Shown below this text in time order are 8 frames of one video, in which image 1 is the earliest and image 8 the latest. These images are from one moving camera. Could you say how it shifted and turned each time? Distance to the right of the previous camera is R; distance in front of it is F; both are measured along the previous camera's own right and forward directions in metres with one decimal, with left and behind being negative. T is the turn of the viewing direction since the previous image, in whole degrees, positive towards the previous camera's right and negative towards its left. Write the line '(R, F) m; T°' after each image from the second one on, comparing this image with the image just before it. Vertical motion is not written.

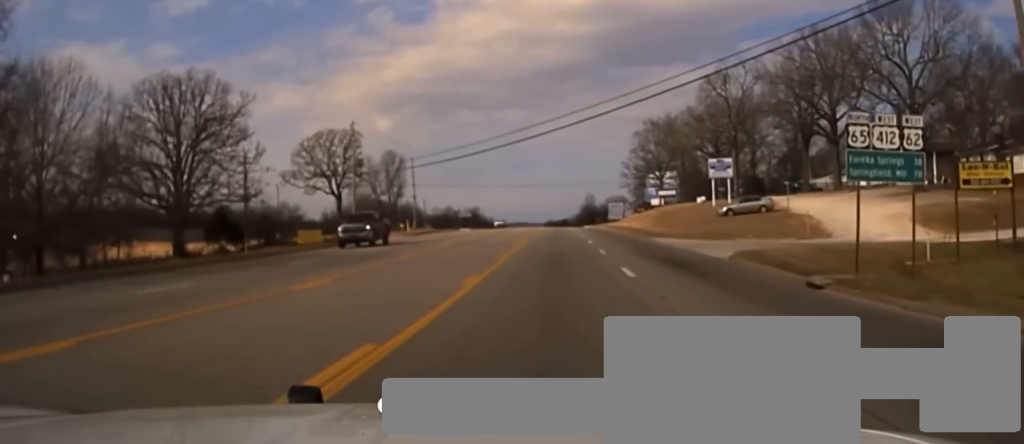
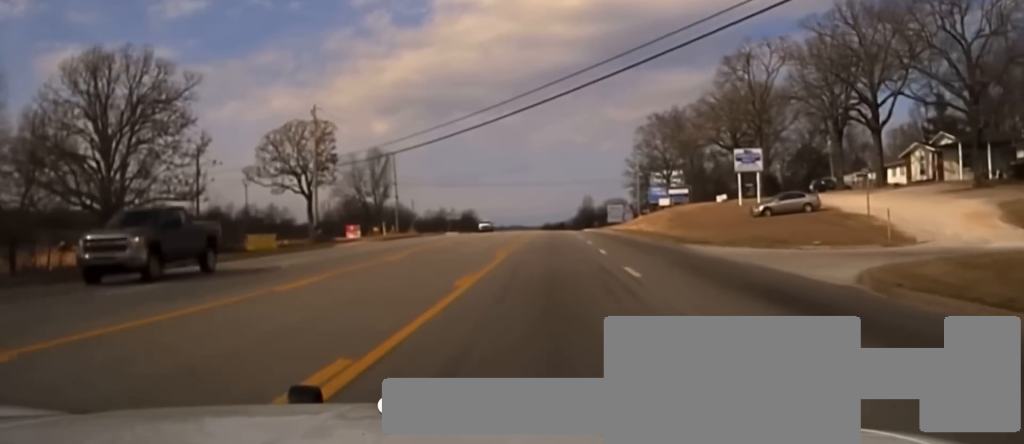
(+0.1, +13.3) m; 0°
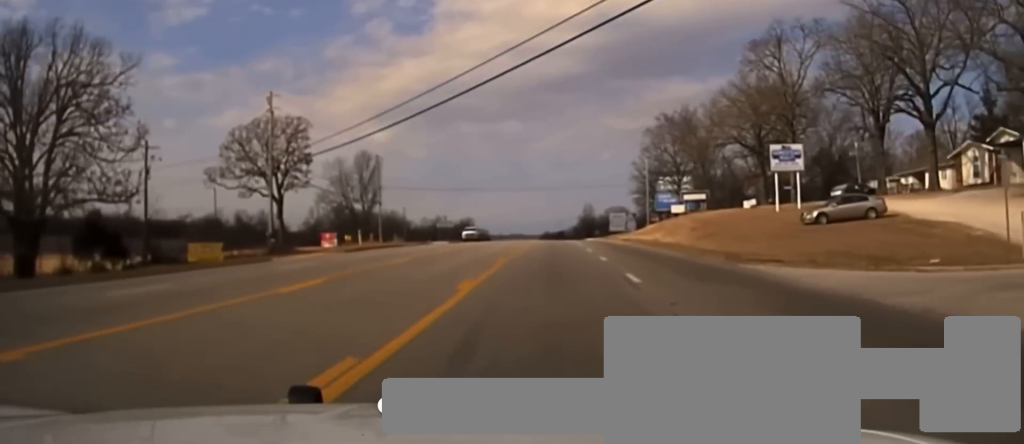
(-0.1, +12.0) m; 0°
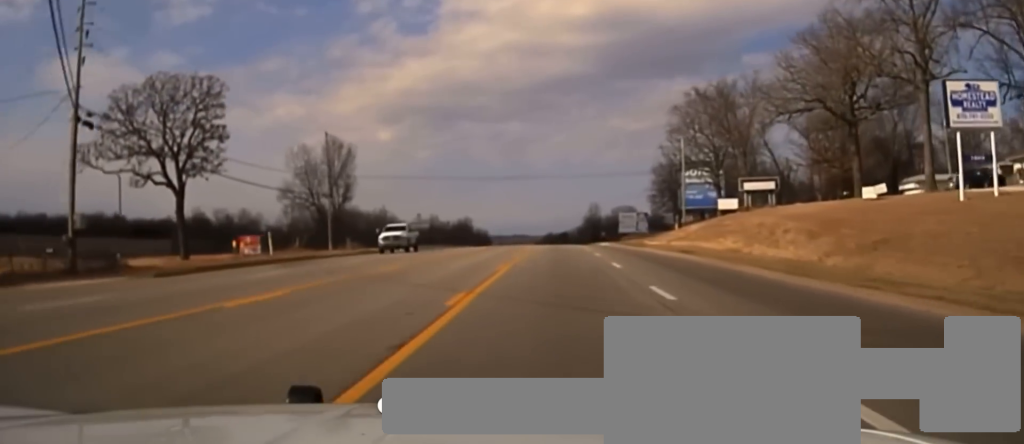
(-0.2, +27.6) m; -1°
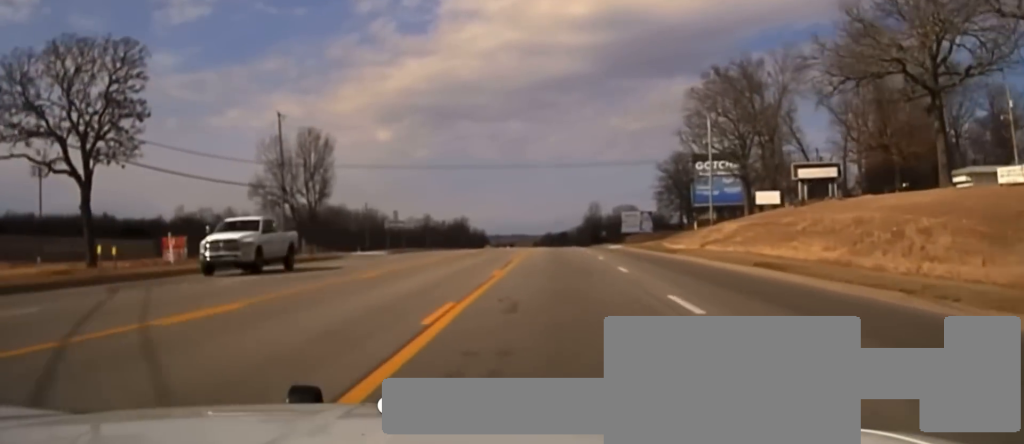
(0.0, +15.0) m; +1°
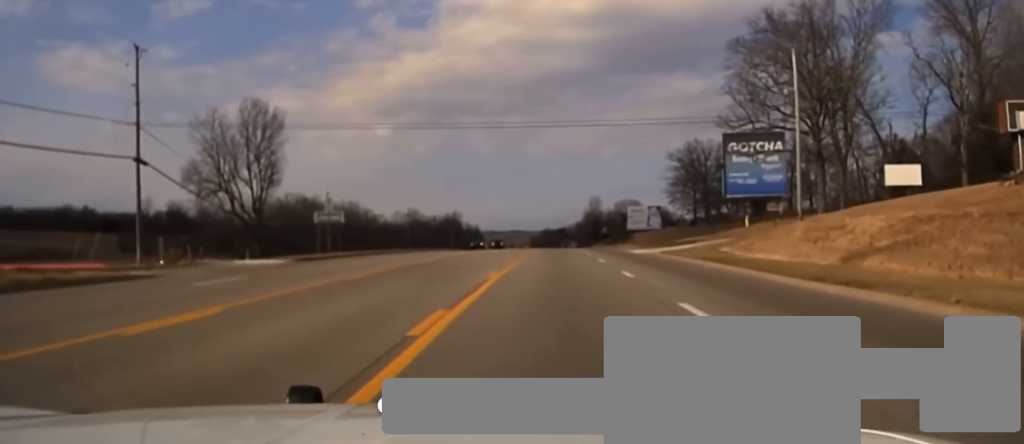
(+0.4, +25.7) m; +1°
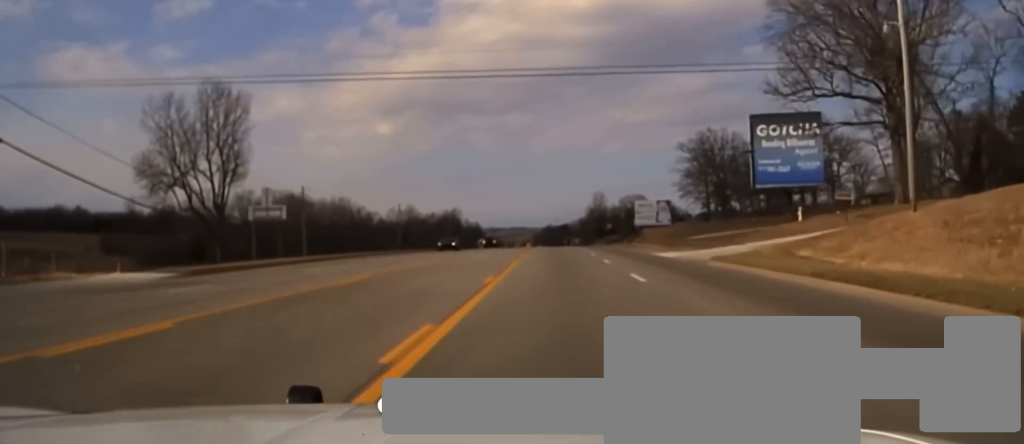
(+0.1, +14.3) m; -1°
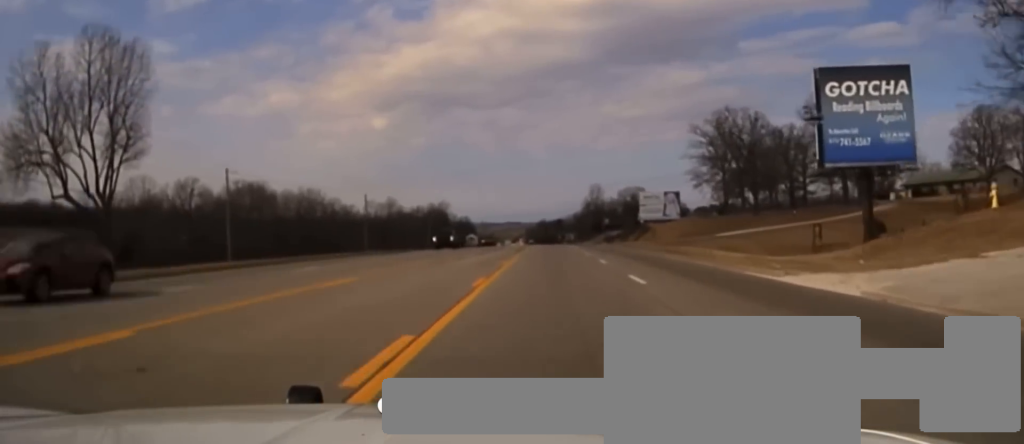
(-0.6, +25.8) m; -1°
